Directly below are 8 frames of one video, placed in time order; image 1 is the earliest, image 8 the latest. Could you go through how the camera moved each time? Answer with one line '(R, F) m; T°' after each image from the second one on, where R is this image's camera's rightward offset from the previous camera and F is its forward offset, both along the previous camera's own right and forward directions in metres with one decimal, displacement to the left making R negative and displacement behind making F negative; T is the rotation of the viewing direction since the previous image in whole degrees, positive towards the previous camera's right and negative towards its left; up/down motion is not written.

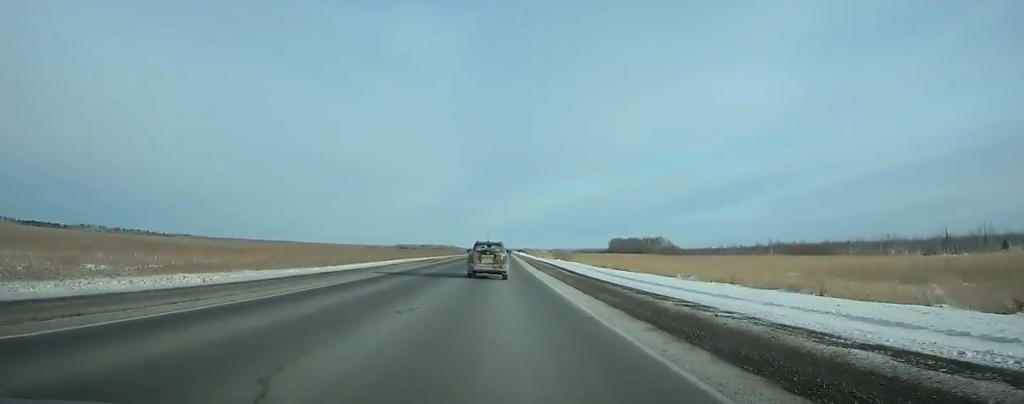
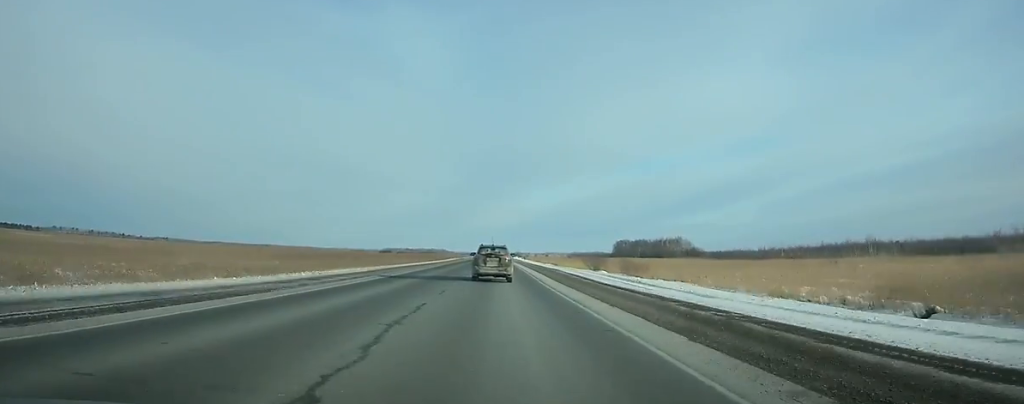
(+1.0, +70.4) m; +1°
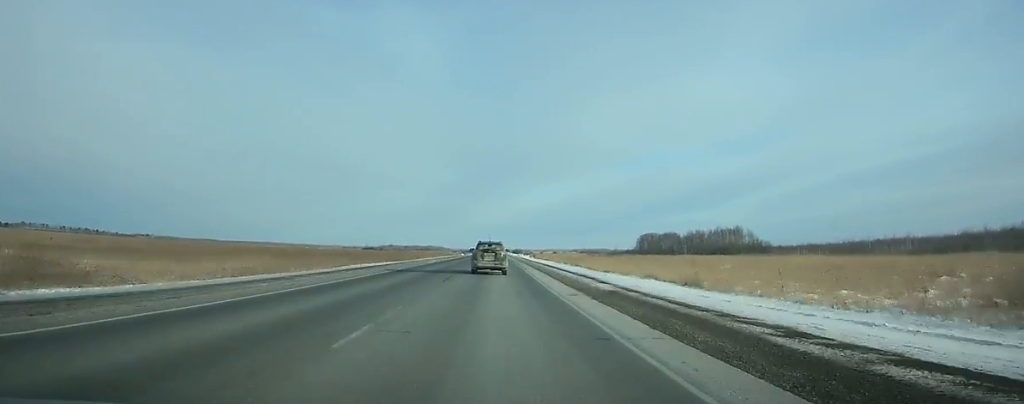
(+1.1, +100.2) m; +1°
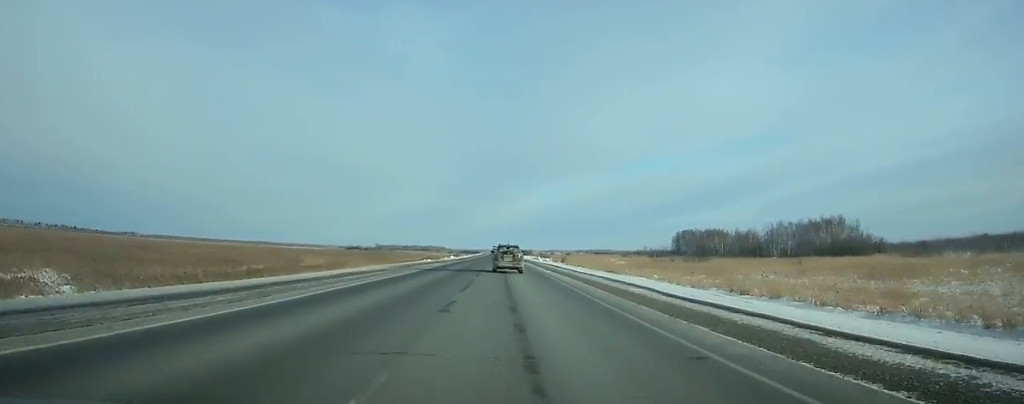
(+0.1, +89.3) m; 0°
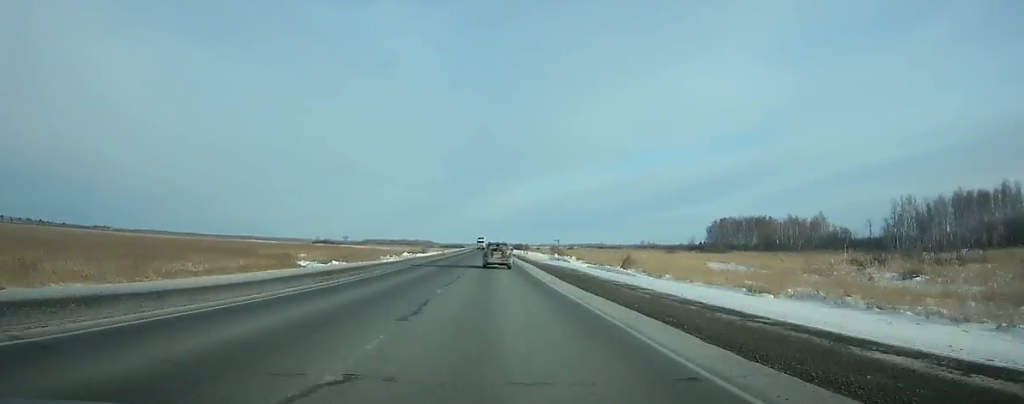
(-0.1, +80.5) m; 0°
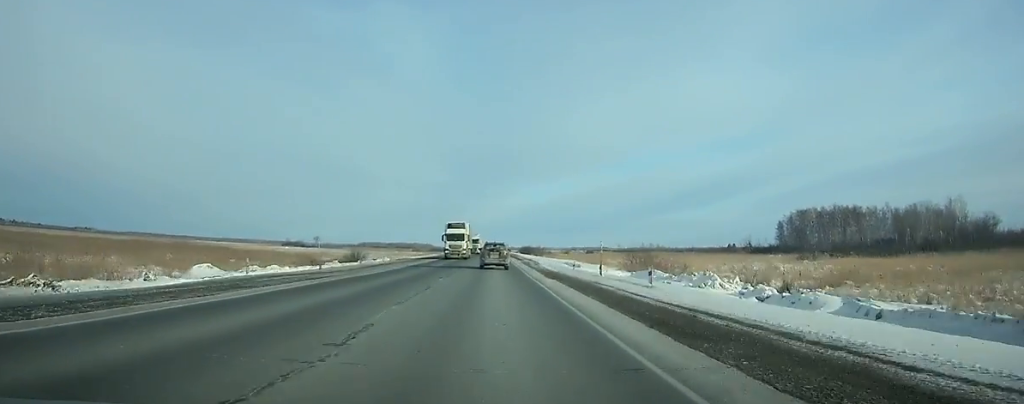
(-0.3, +79.2) m; 0°
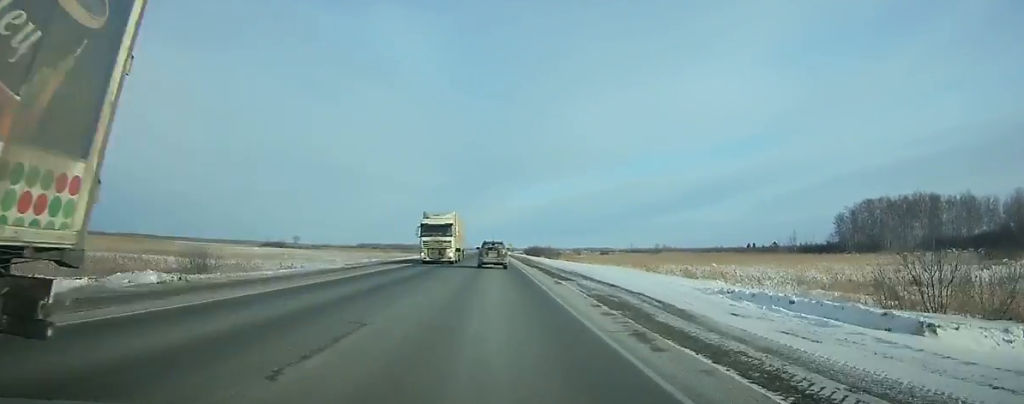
(-0.1, +44.3) m; 0°
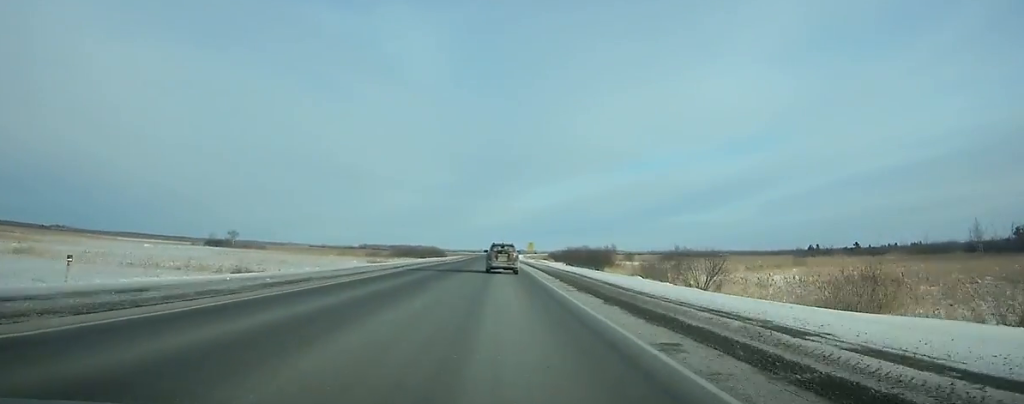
(+0.2, +95.8) m; 0°
